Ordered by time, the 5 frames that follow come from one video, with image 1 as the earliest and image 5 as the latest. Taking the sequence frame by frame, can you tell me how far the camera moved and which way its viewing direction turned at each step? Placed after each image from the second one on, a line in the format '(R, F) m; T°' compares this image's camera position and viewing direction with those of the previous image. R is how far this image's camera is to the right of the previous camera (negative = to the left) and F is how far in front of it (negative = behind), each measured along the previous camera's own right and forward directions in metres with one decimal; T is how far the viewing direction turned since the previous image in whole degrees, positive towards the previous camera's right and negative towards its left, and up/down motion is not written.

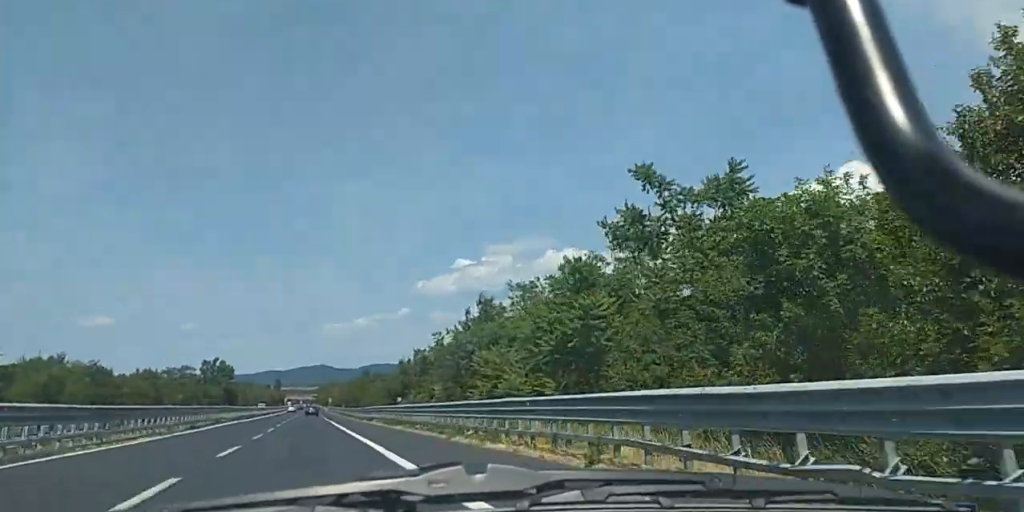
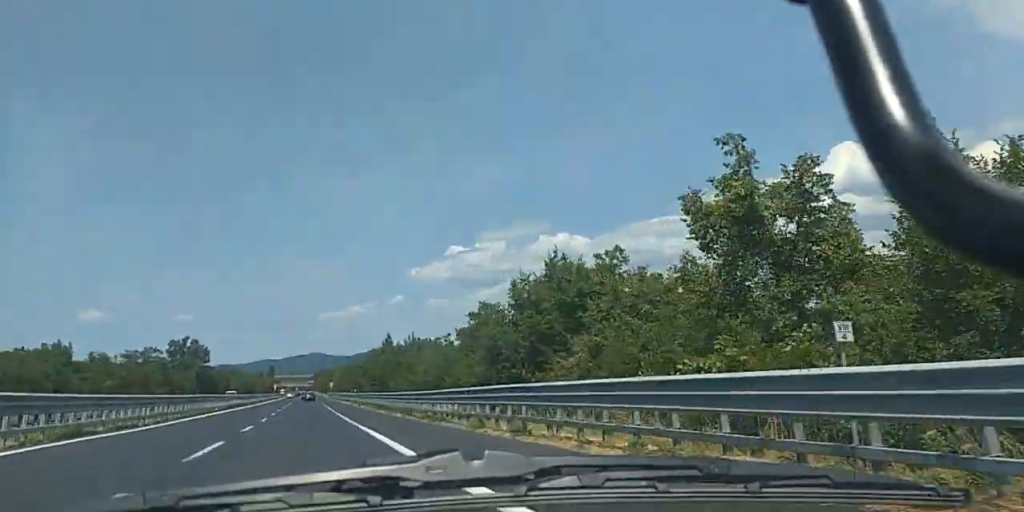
(+0.7, +51.2) m; 0°
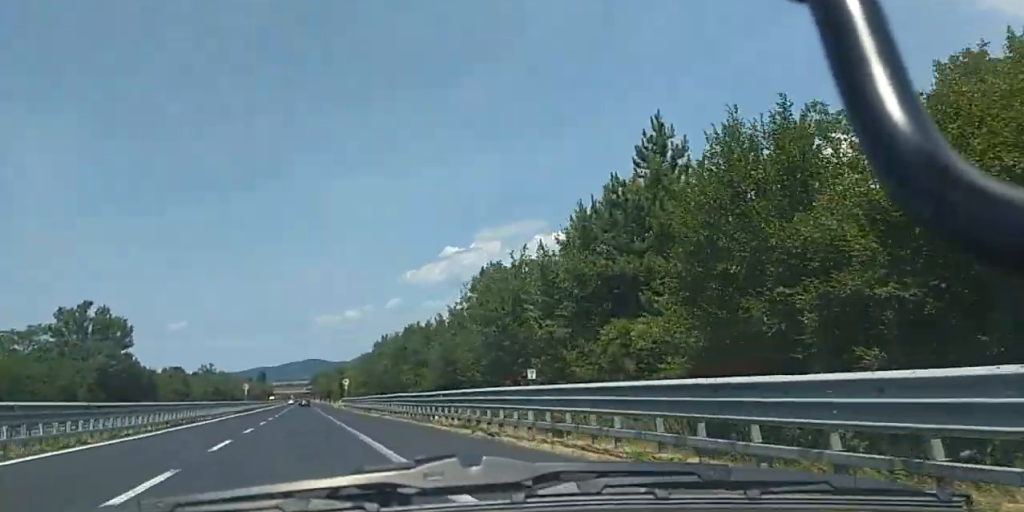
(-0.9, +87.2) m; -1°
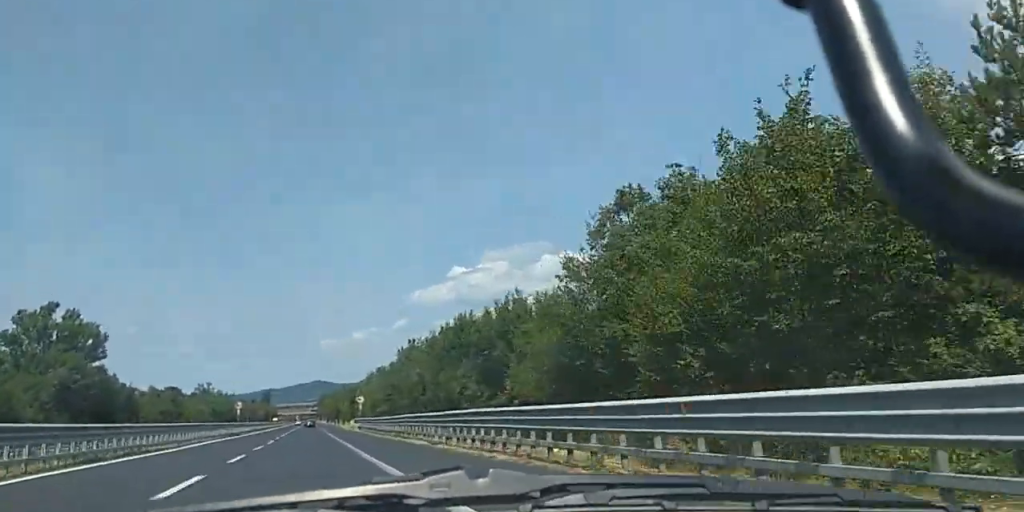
(-0.1, +18.9) m; 0°
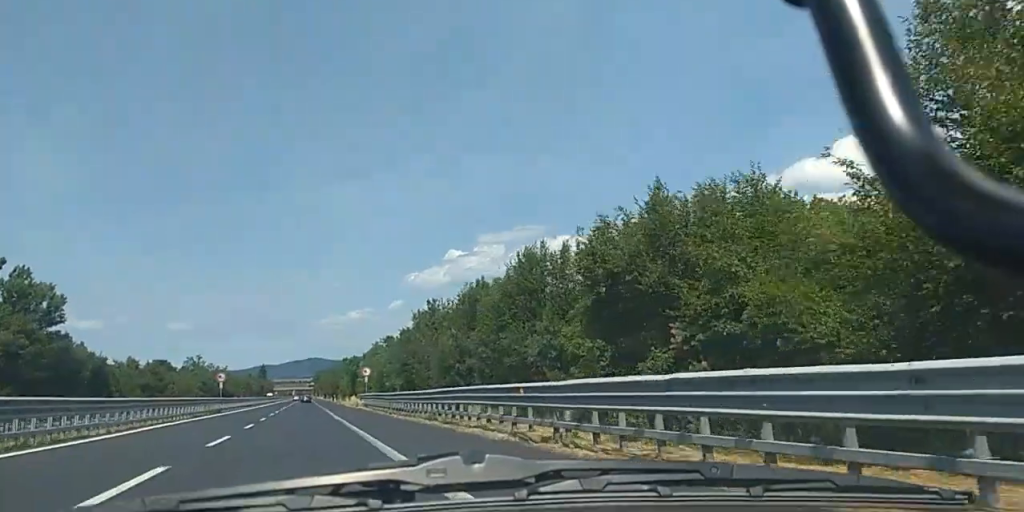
(0.0, +15.8) m; +1°
